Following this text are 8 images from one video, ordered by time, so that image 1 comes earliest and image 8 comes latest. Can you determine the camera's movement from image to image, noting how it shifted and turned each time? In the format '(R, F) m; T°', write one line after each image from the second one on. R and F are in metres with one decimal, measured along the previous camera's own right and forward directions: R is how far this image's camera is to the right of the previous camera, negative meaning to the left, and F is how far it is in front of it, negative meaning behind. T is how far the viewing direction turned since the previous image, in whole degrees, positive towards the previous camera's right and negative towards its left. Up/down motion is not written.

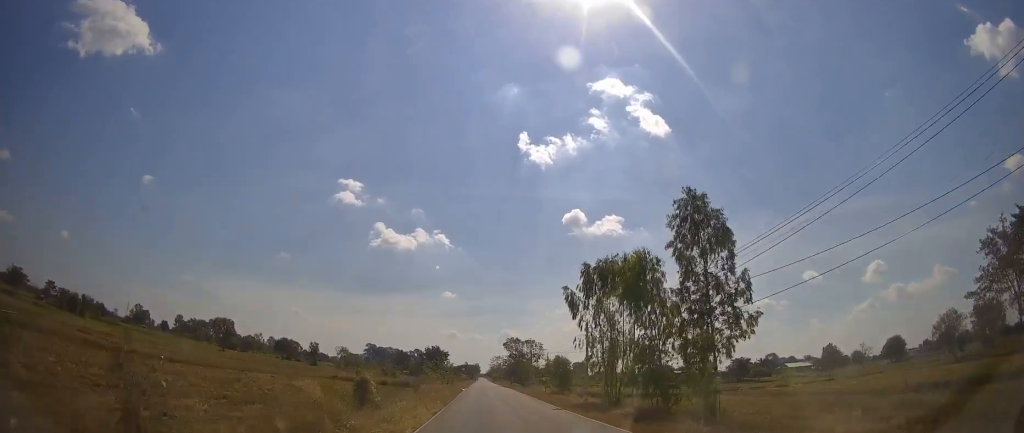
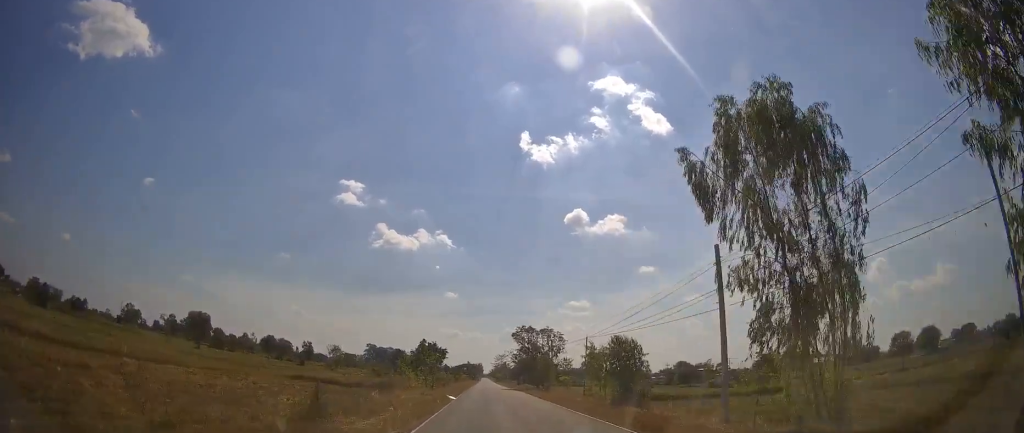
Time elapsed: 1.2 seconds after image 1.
(0.0, +20.6) m; 0°
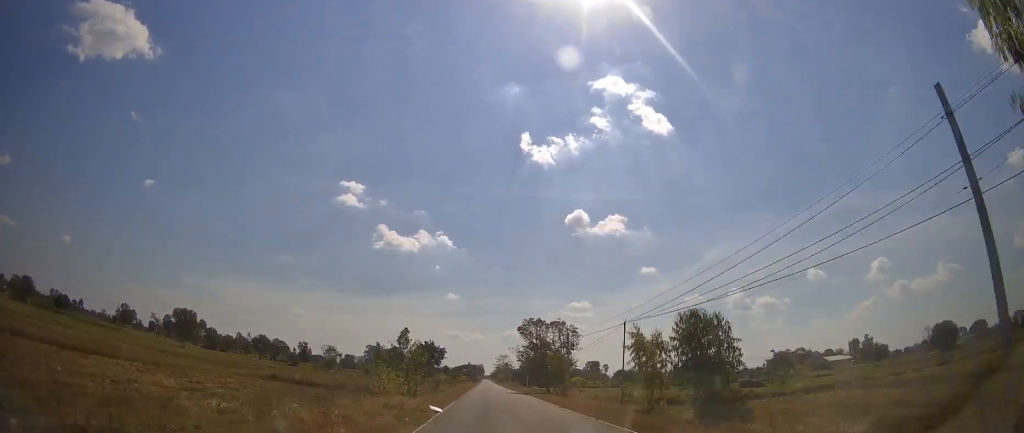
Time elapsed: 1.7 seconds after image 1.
(0.0, +10.3) m; 0°
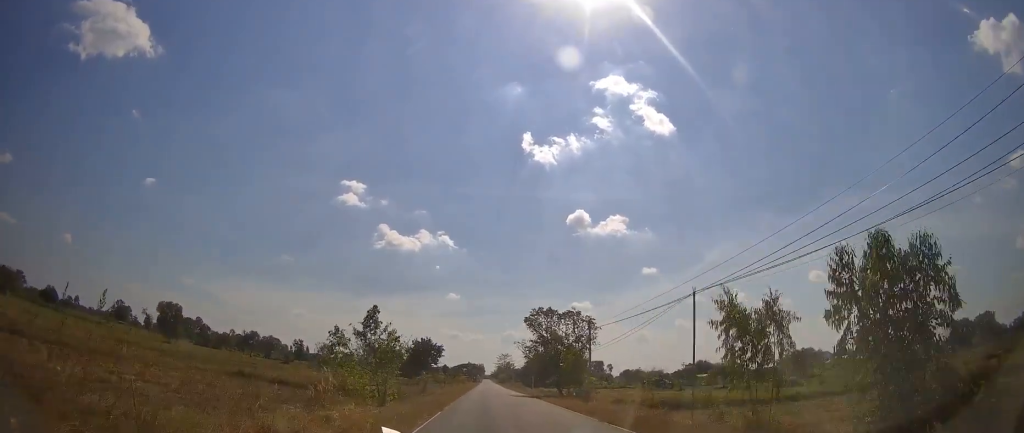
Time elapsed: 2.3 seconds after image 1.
(0.0, +10.0) m; 0°
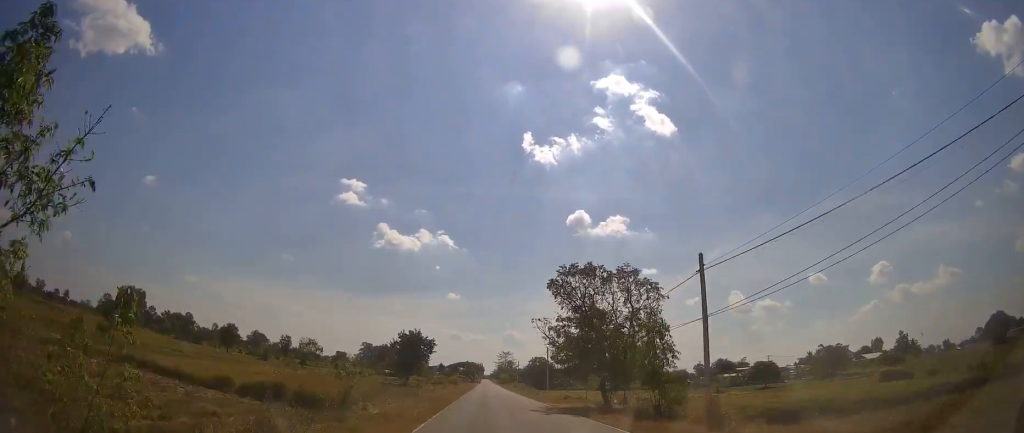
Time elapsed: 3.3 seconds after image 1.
(0.0, +20.6) m; 0°
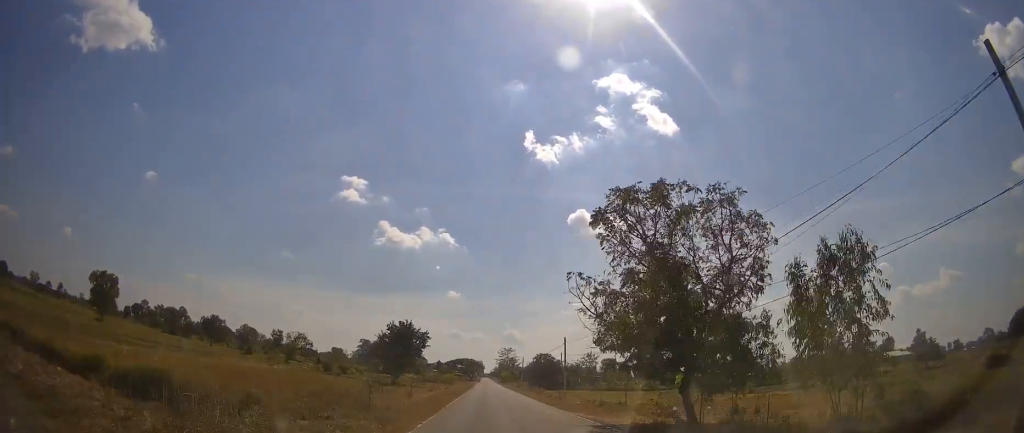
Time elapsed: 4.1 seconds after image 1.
(0.0, +14.9) m; 0°
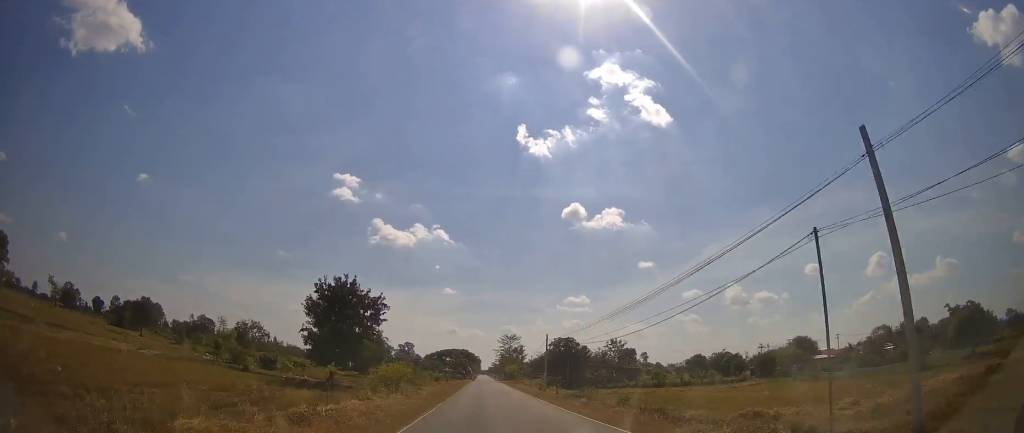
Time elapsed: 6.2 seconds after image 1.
(+0.1, +39.9) m; 0°
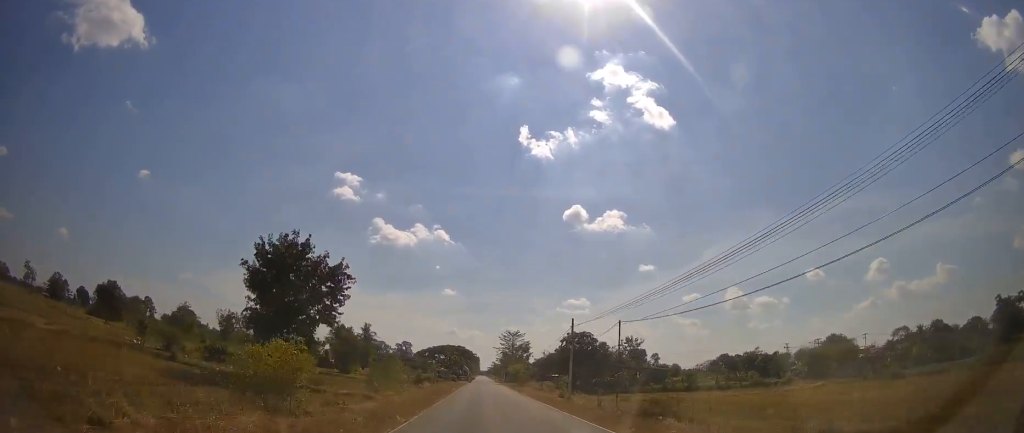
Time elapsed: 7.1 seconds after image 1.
(0.0, +14.3) m; 0°
